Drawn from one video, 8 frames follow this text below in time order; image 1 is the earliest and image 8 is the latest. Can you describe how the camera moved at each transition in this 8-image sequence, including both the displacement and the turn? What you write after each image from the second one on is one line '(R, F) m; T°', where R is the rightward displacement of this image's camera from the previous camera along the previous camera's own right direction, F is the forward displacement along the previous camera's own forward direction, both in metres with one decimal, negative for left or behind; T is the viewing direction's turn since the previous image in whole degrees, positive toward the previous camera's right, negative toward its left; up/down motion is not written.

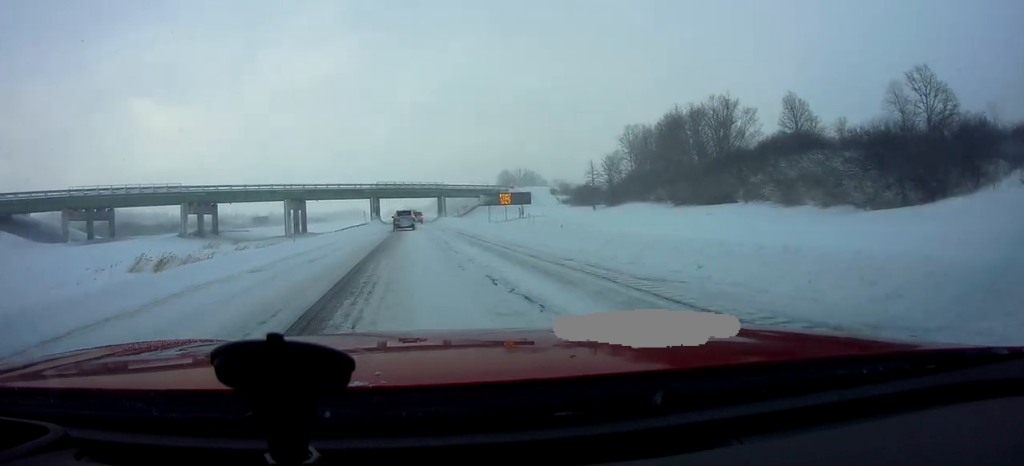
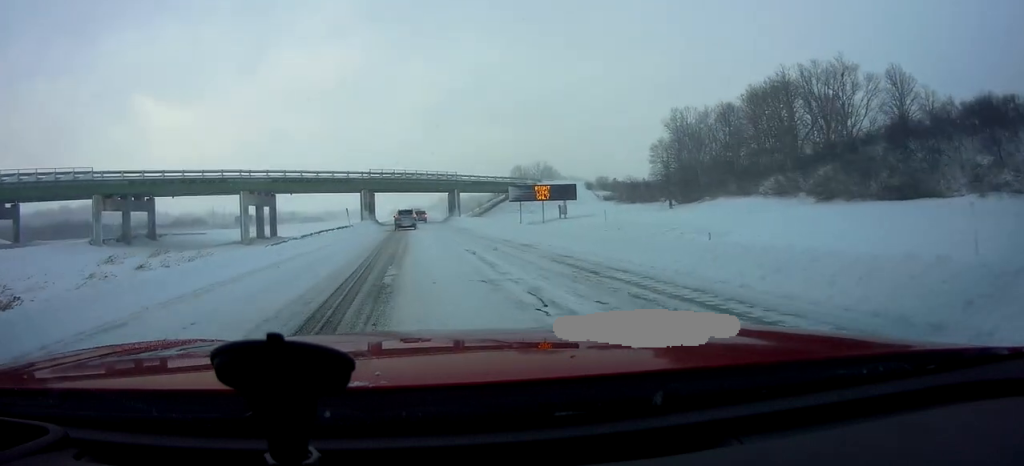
(-0.5, +26.3) m; -1°
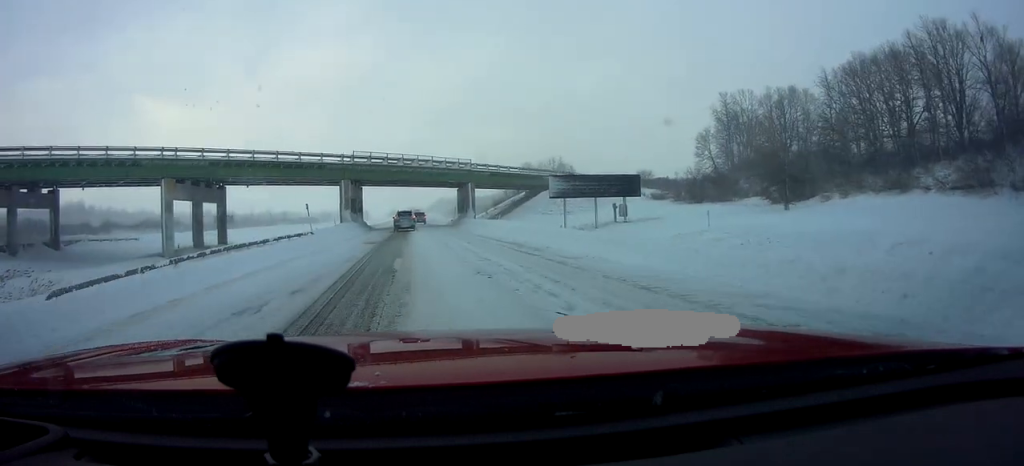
(+0.5, +21.8) m; 0°
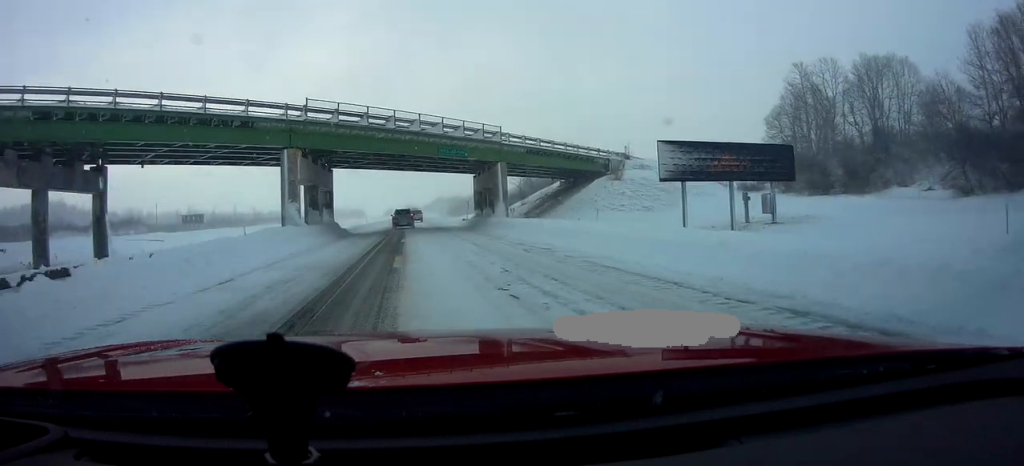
(-0.3, +23.8) m; 0°
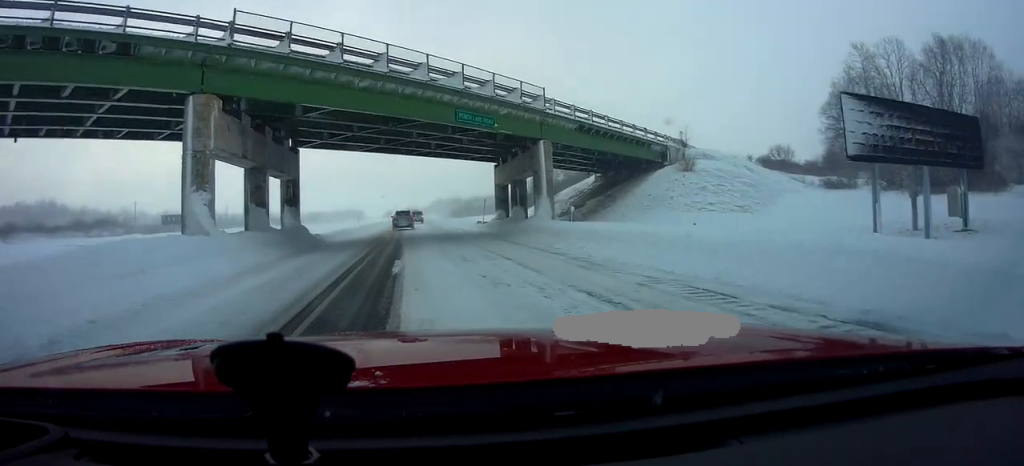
(0.0, +13.6) m; 0°
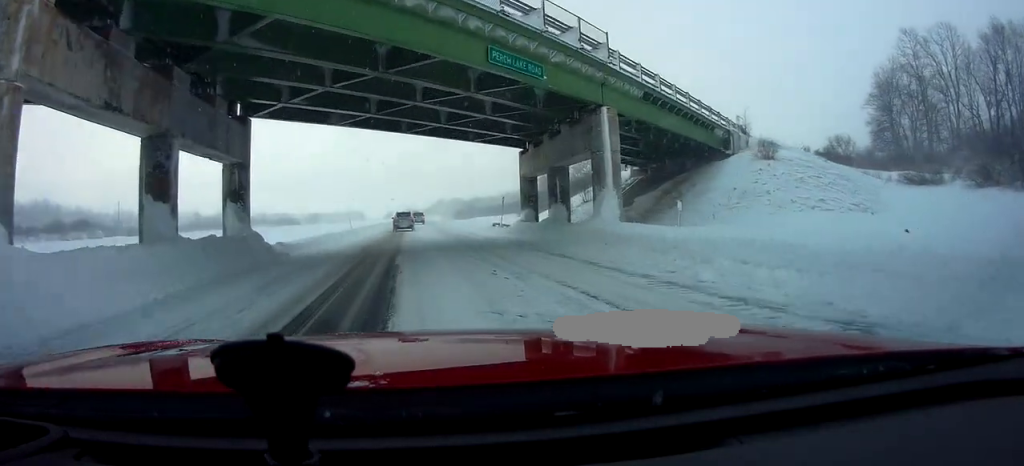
(-0.3, +9.5) m; 0°
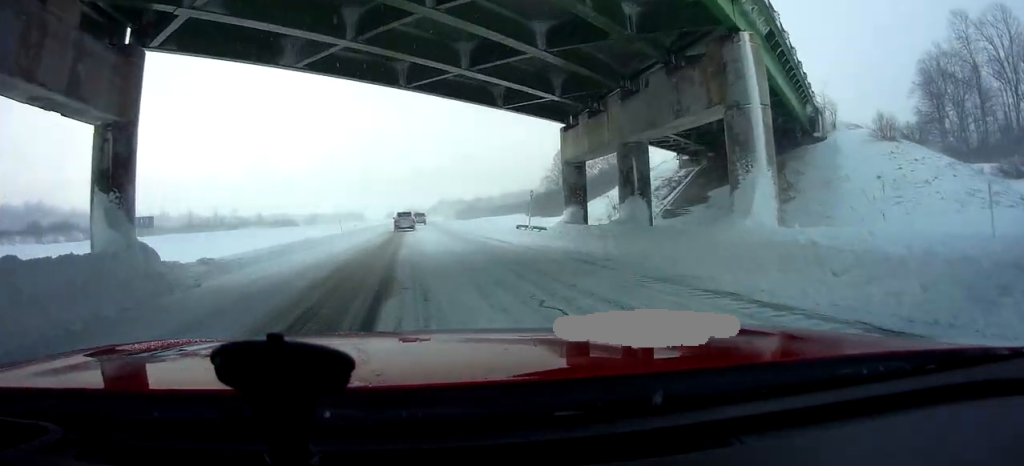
(+0.4, +9.2) m; 0°
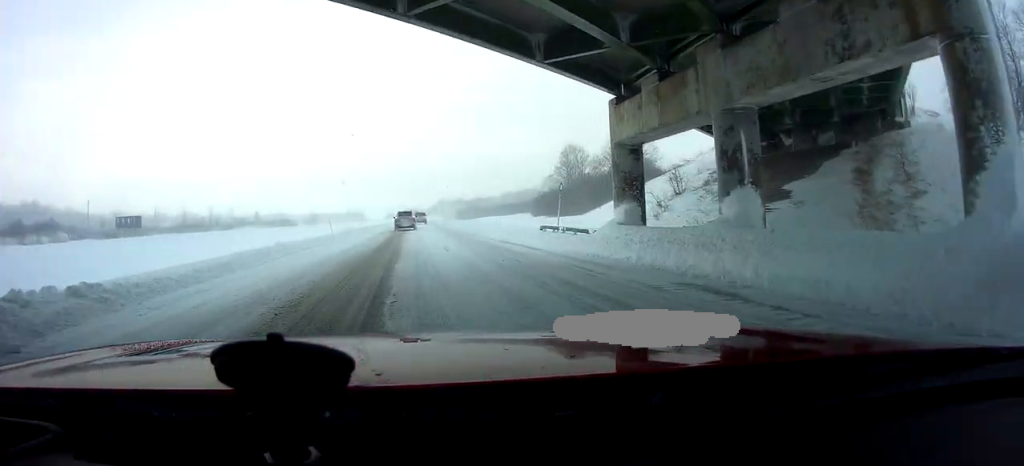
(+0.1, +6.1) m; 0°
